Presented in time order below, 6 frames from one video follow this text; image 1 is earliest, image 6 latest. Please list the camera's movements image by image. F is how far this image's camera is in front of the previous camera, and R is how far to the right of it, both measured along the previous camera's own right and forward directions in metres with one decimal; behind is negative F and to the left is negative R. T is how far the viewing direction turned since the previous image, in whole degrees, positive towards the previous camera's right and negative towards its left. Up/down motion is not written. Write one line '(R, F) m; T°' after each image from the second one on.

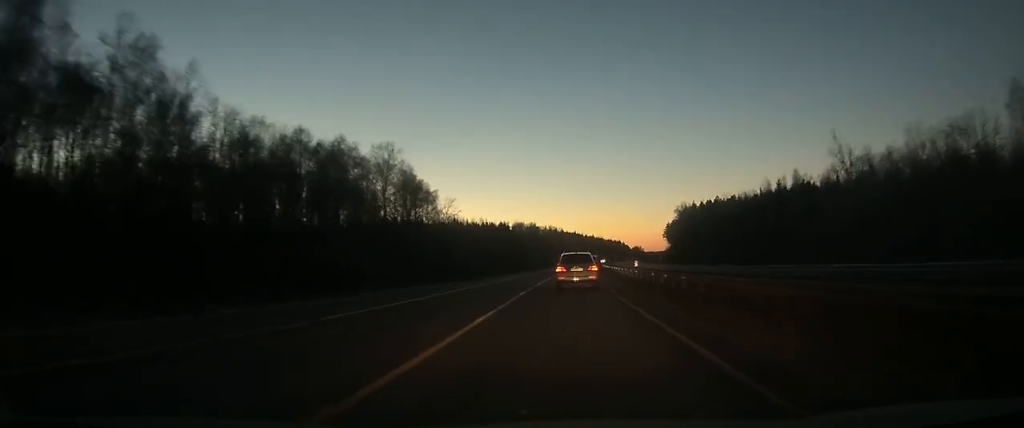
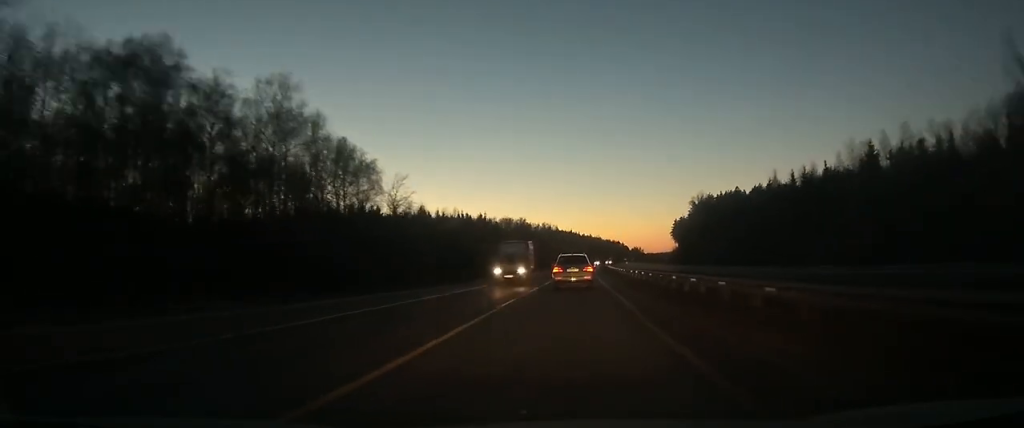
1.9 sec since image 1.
(+0.3, +41.8) m; +1°
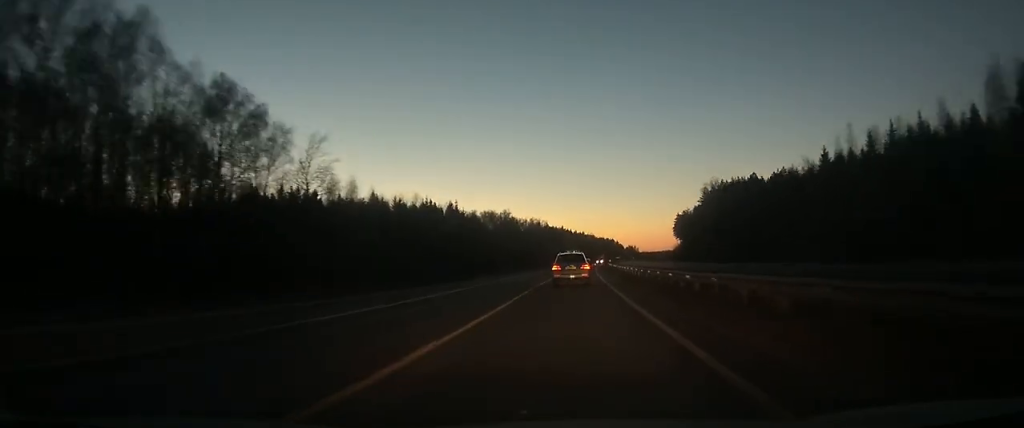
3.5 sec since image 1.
(+0.1, +34.6) m; 0°
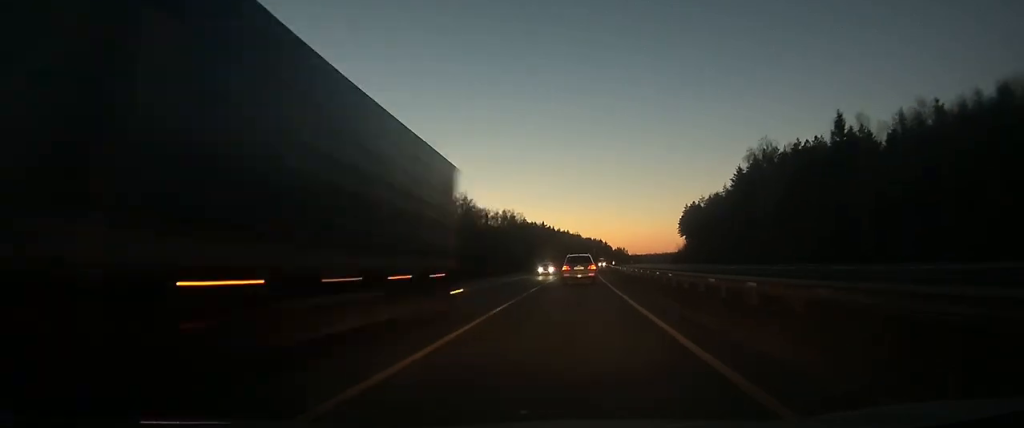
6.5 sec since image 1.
(+0.4, +63.3) m; +1°
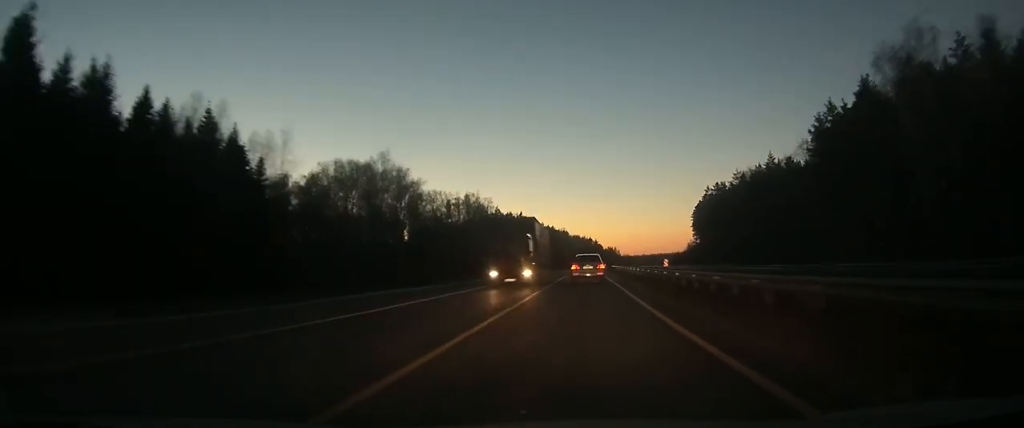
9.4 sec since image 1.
(+1.1, +62.3) m; +2°
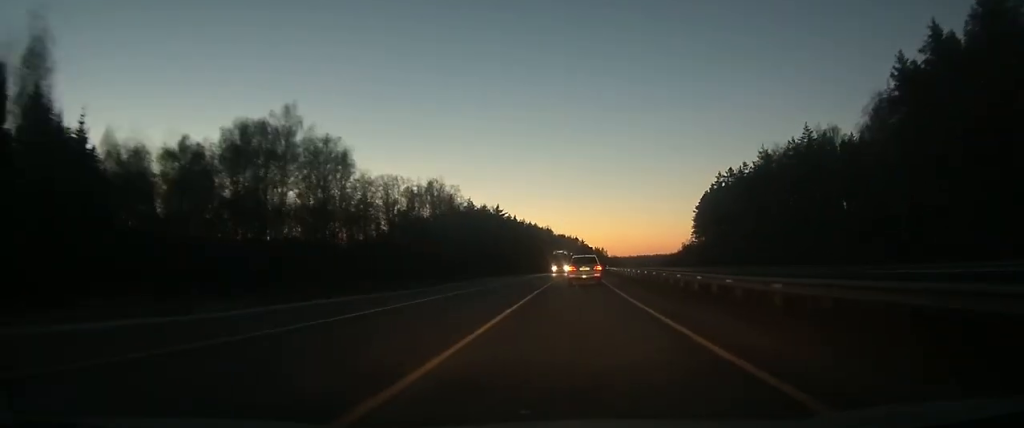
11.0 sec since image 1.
(+0.4, +33.4) m; +1°
